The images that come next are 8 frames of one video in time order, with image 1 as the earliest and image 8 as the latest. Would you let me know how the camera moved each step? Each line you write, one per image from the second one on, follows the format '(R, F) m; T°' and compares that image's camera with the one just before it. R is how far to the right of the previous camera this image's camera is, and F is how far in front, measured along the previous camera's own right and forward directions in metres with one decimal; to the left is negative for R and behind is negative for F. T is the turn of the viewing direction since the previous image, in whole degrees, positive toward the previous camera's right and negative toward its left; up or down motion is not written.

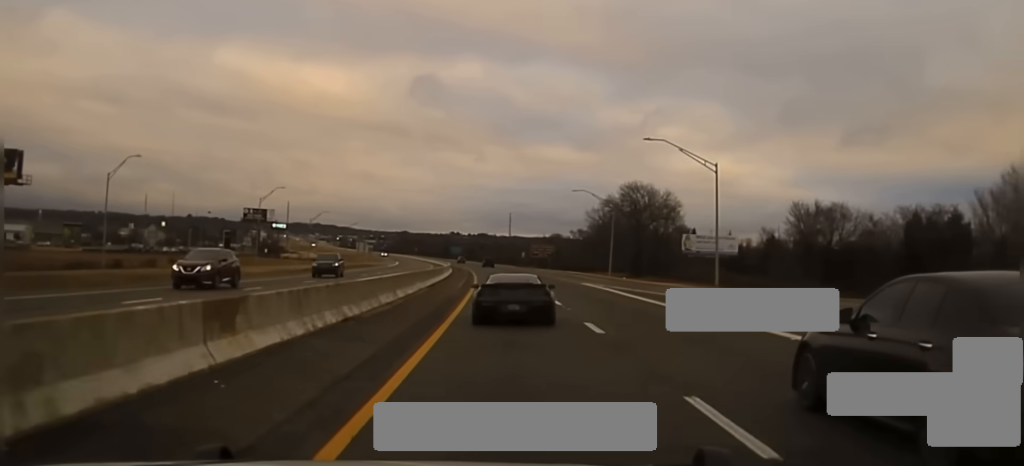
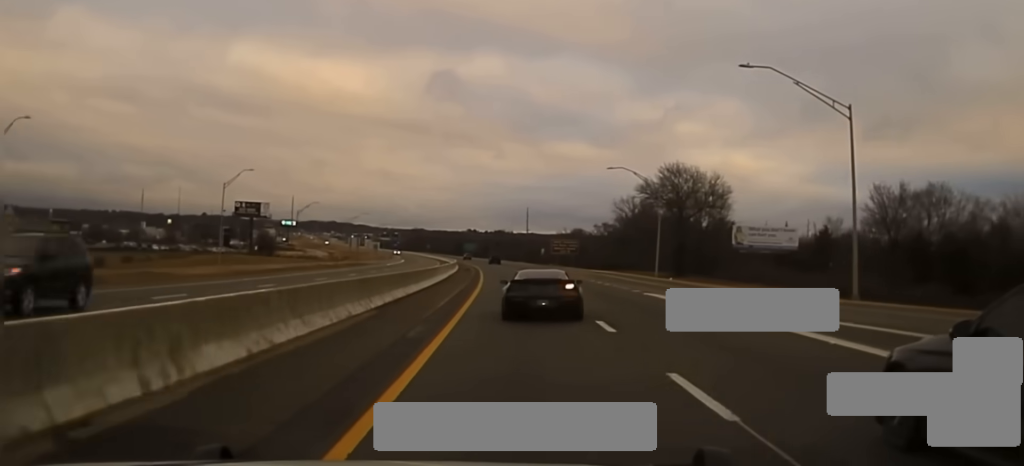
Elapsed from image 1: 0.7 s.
(-0.2, +22.4) m; -1°
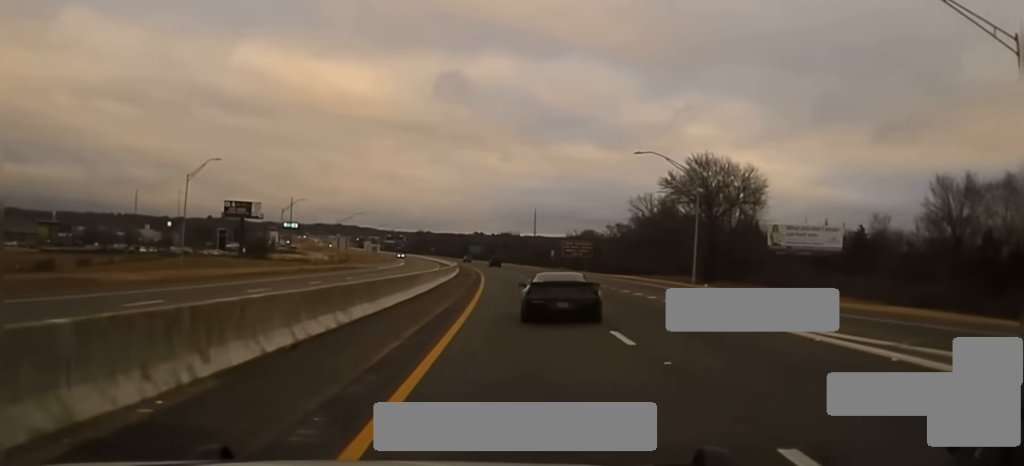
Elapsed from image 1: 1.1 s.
(-0.2, +14.5) m; 0°
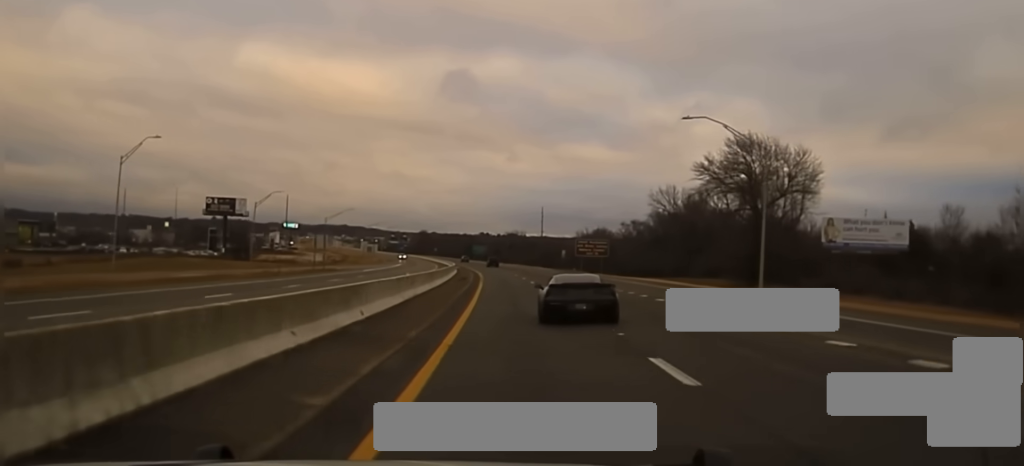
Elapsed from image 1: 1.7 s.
(-0.1, +17.8) m; 0°
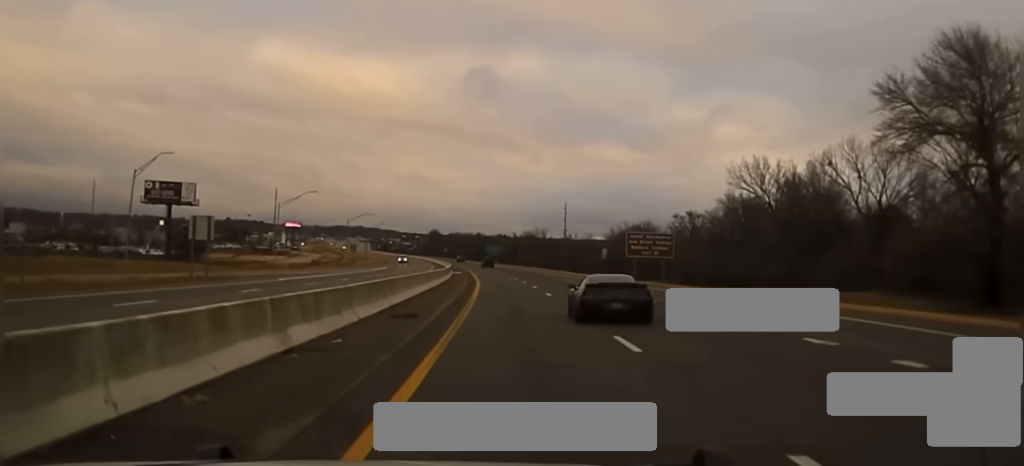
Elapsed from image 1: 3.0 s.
(-0.2, +43.4) m; -1°
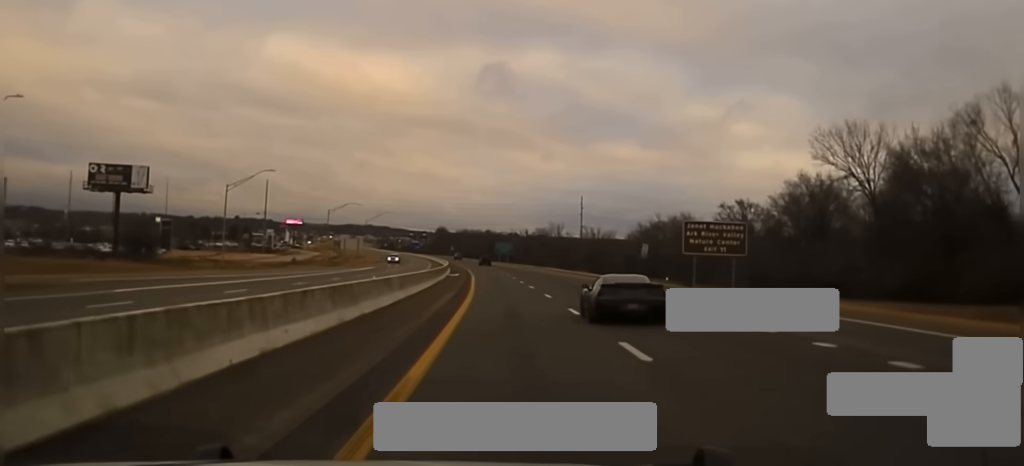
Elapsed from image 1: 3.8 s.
(-0.3, +26.4) m; -1°
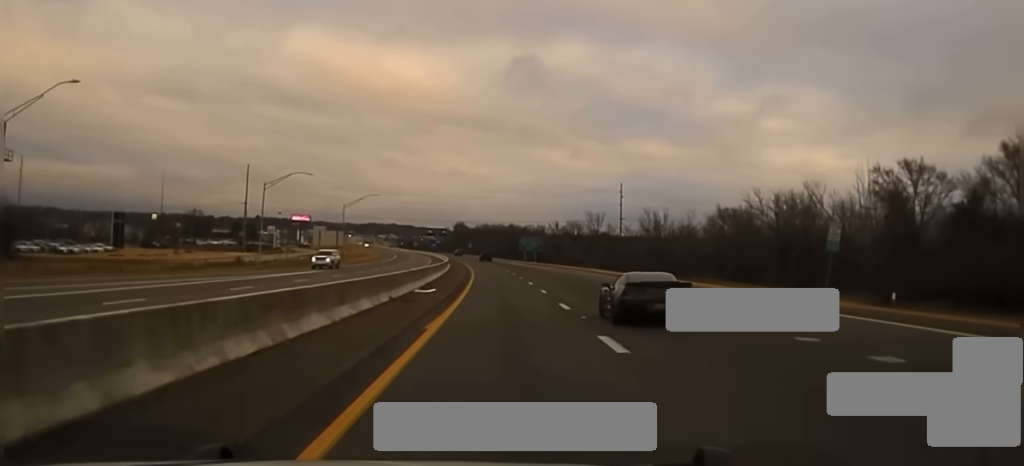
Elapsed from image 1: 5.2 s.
(-0.6, +48.2) m; -2°
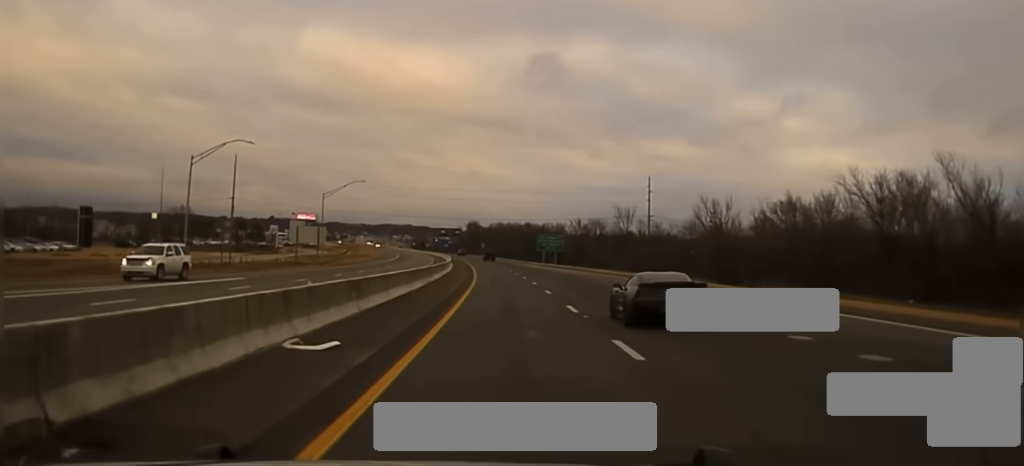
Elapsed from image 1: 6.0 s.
(-0.2, +25.0) m; -1°
